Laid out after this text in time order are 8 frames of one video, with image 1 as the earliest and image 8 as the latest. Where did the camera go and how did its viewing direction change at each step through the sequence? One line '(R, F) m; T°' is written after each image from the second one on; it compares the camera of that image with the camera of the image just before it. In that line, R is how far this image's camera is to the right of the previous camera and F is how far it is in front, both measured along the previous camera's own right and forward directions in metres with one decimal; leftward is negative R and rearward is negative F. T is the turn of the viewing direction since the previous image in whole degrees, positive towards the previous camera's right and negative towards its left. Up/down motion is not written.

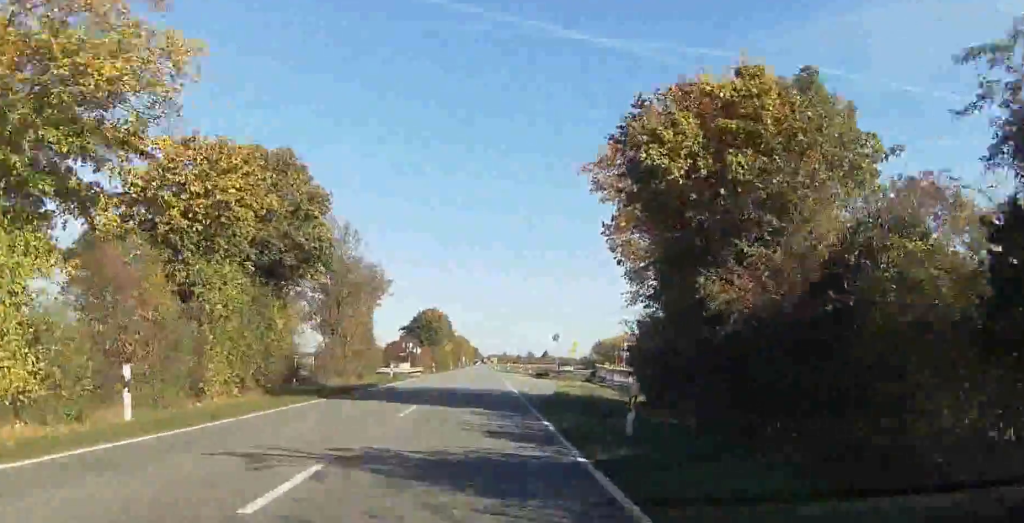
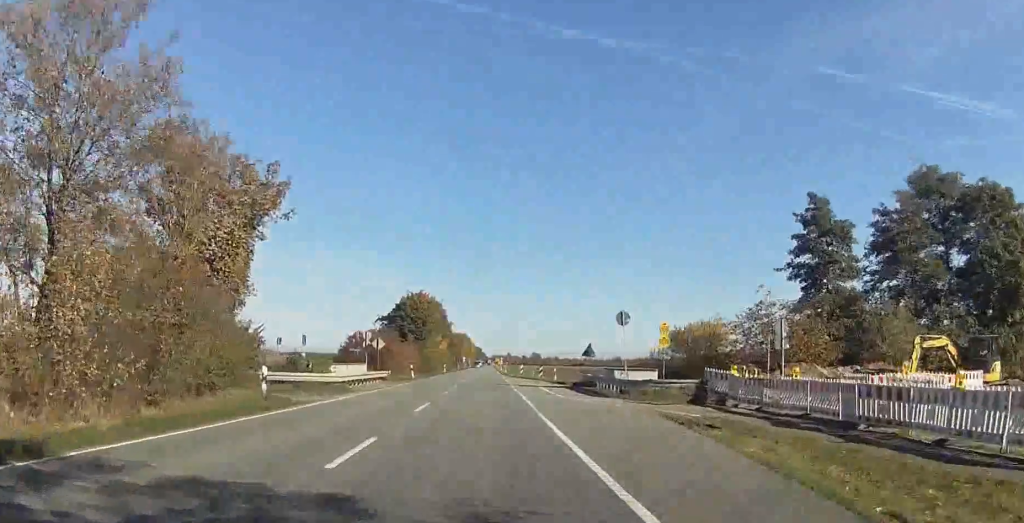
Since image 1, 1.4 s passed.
(+0.1, +33.2) m; -1°
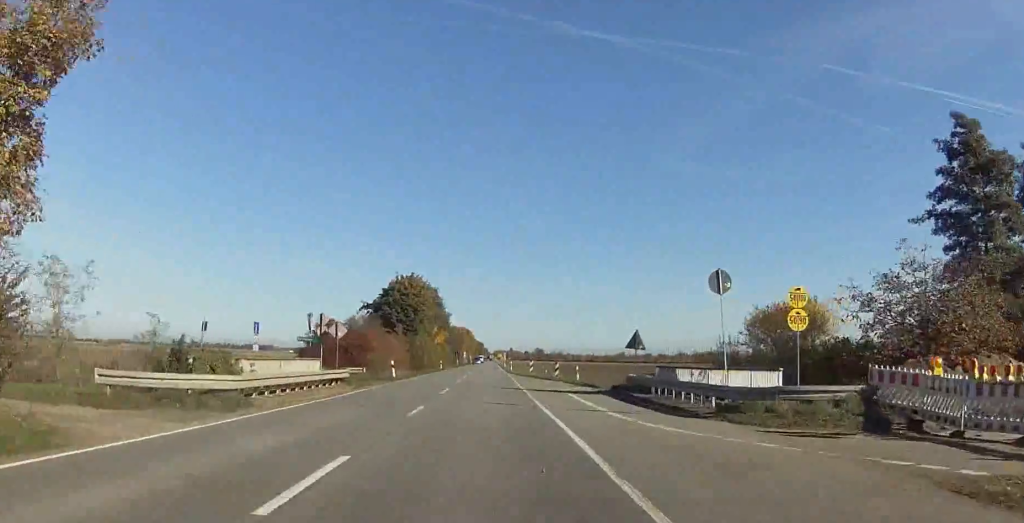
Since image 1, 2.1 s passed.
(-0.2, +15.4) m; -1°
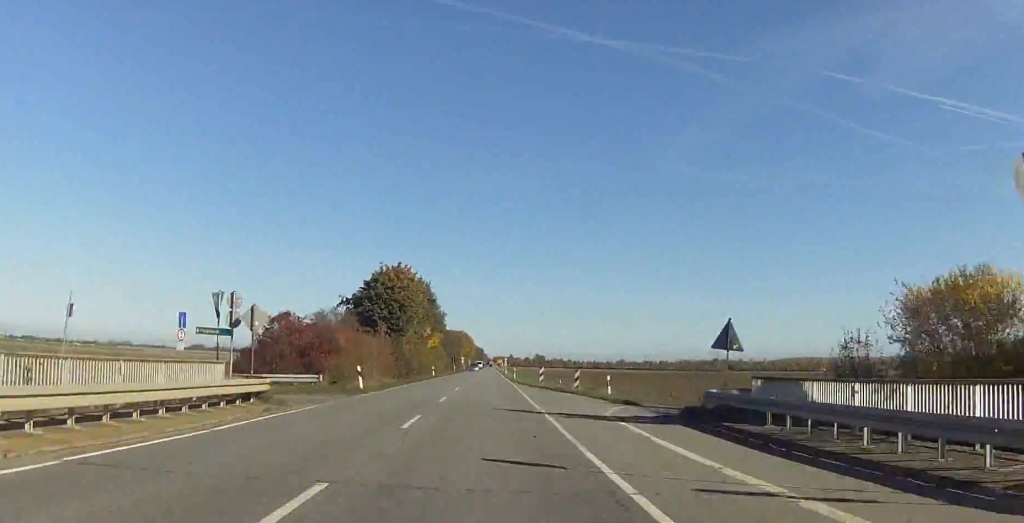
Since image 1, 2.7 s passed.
(0.0, +13.9) m; 0°
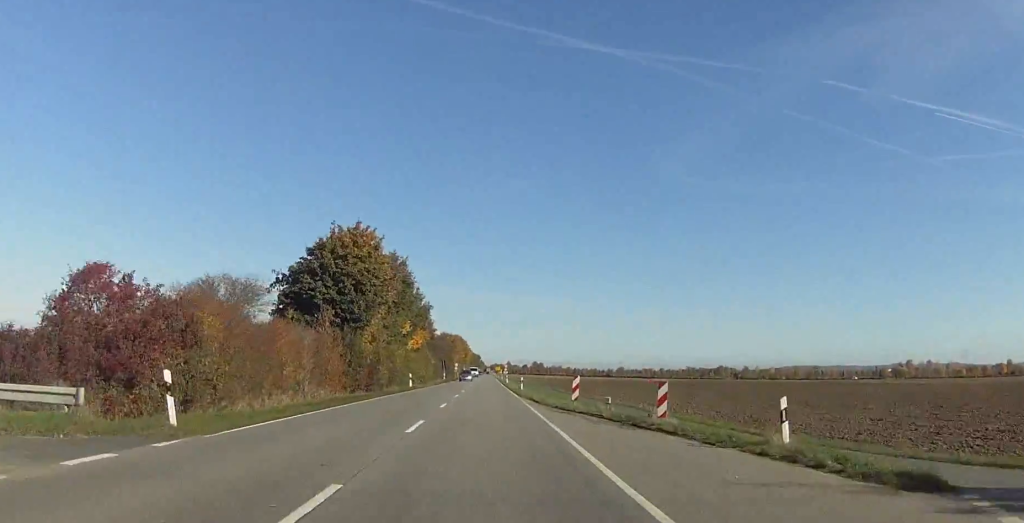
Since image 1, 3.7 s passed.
(0.0, +24.0) m; 0°
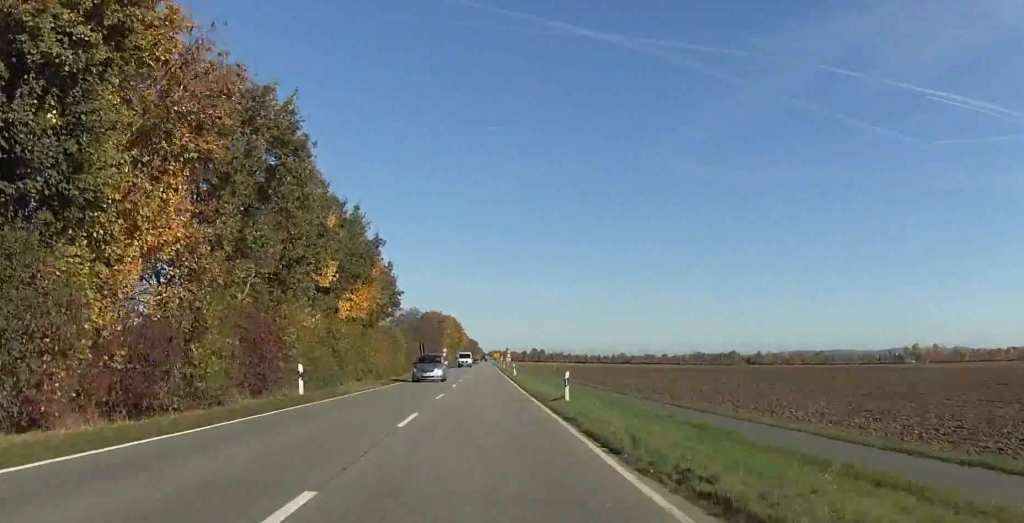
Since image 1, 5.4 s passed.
(+0.2, +37.9) m; +1°
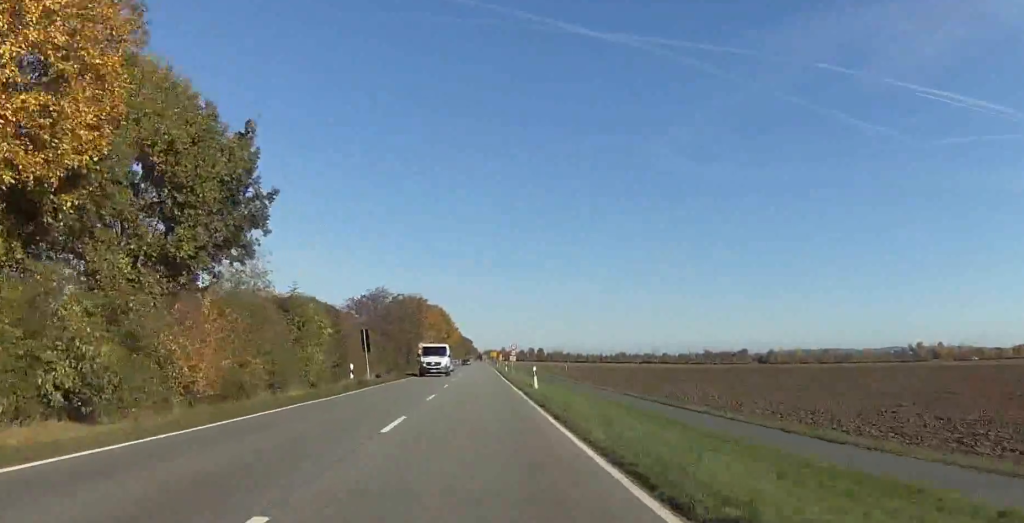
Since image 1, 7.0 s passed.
(+0.2, +38.0) m; 0°
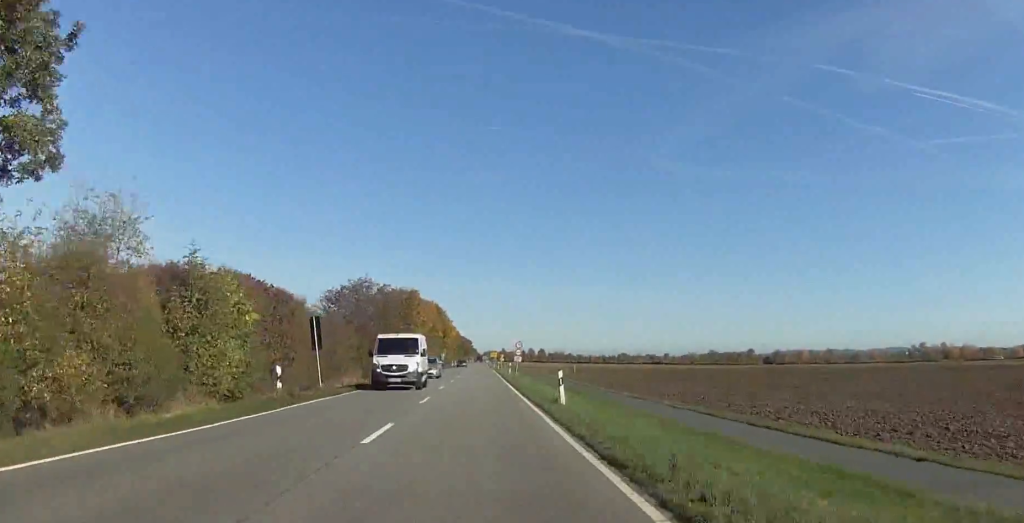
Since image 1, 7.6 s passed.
(0.0, +14.0) m; 0°
